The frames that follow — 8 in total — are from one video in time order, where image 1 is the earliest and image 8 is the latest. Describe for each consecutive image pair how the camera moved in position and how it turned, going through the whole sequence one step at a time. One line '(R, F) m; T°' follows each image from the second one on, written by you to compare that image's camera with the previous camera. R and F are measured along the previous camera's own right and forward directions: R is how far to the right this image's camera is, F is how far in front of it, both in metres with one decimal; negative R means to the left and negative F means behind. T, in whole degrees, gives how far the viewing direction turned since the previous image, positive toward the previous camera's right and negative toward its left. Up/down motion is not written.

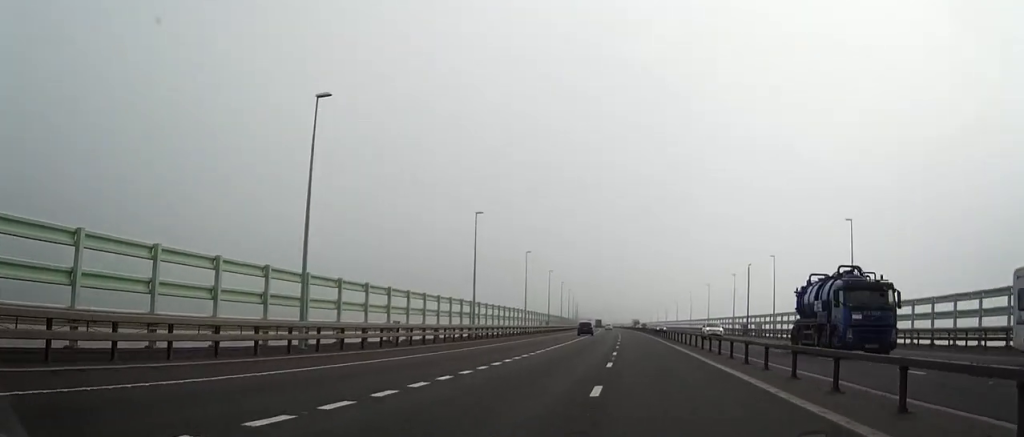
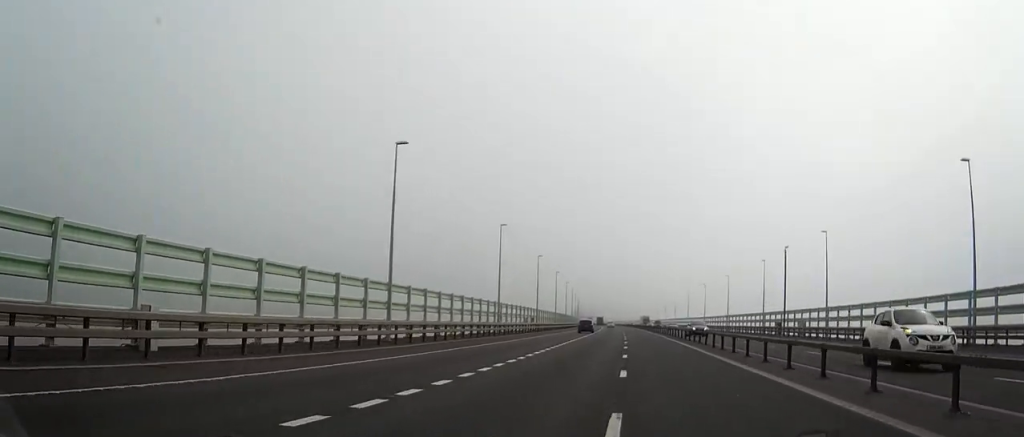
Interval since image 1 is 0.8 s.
(-0.1, +23.2) m; 0°
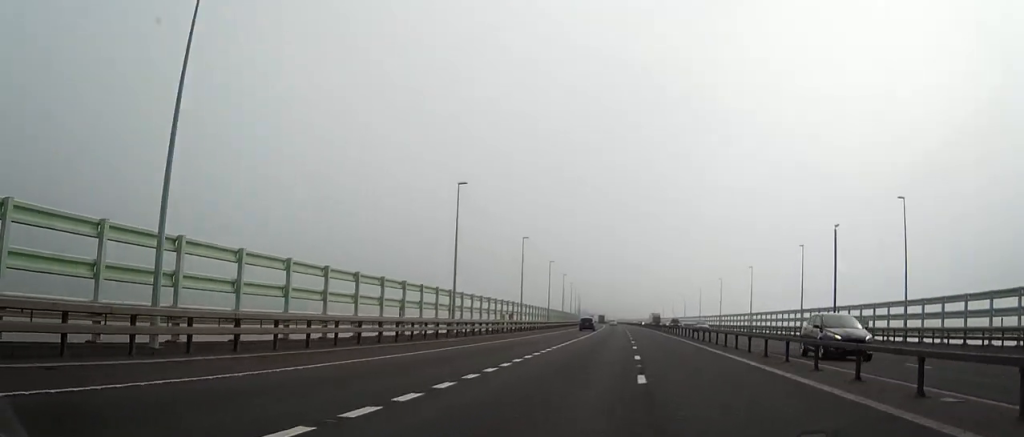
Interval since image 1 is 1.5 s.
(-0.1, +20.3) m; 0°
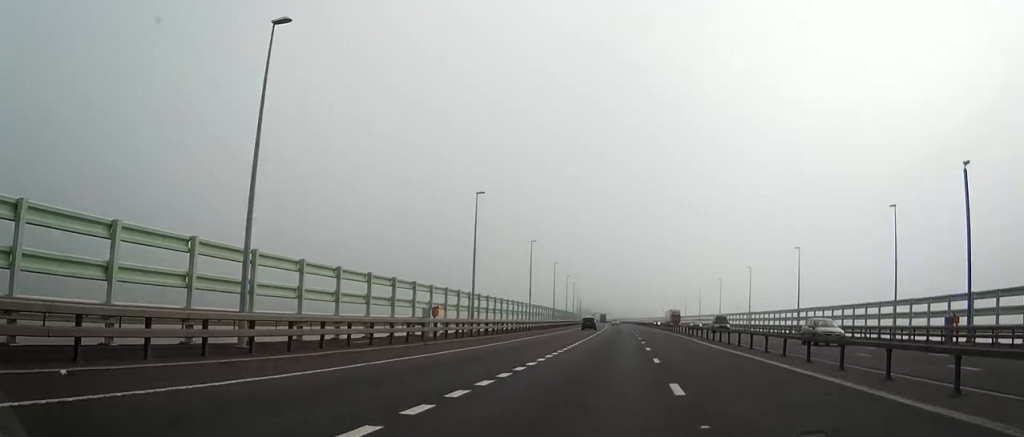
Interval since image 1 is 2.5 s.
(0.0, +28.9) m; 0°
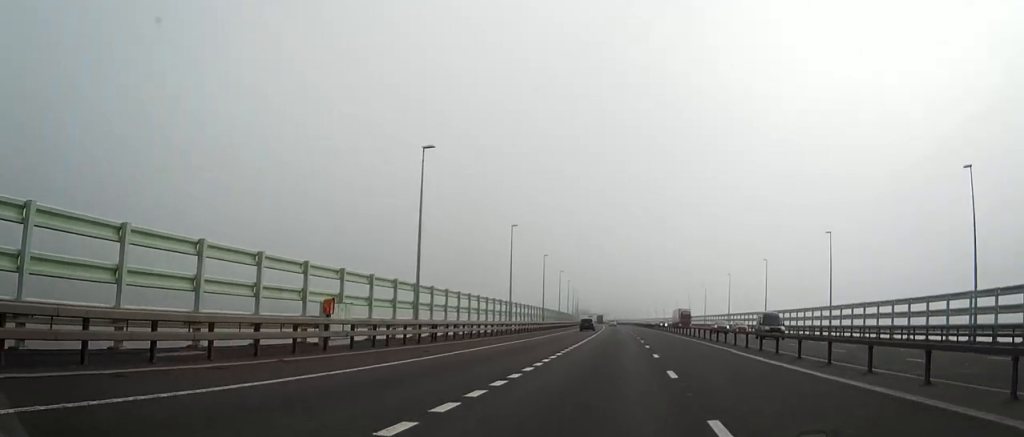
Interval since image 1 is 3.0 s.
(0.0, +14.3) m; 0°
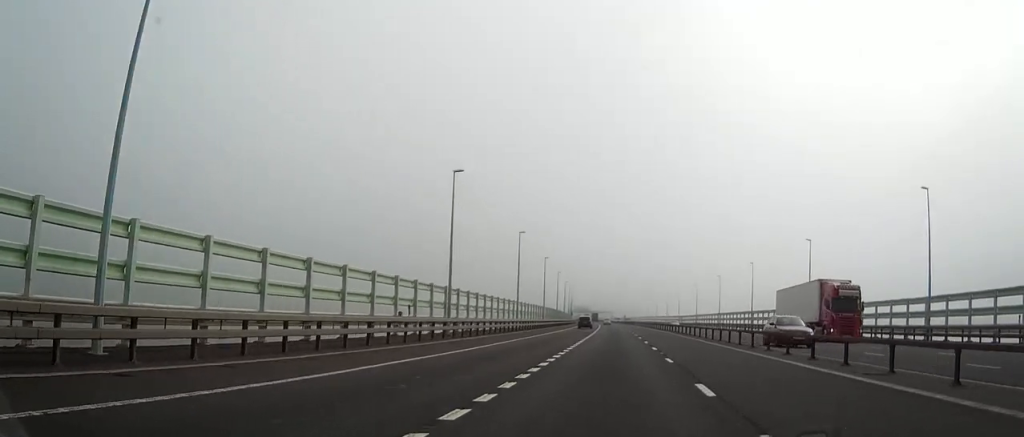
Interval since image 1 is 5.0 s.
(-0.1, +57.9) m; 0°
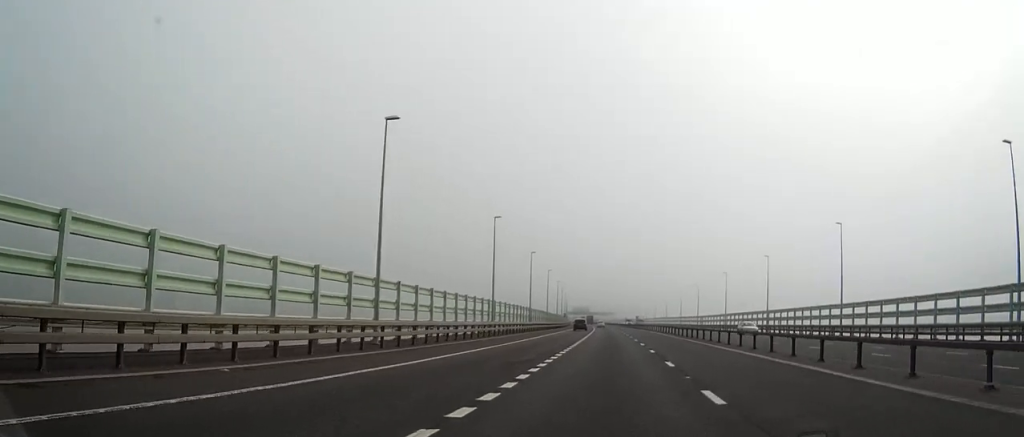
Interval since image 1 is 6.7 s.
(-0.1, +45.8) m; 0°
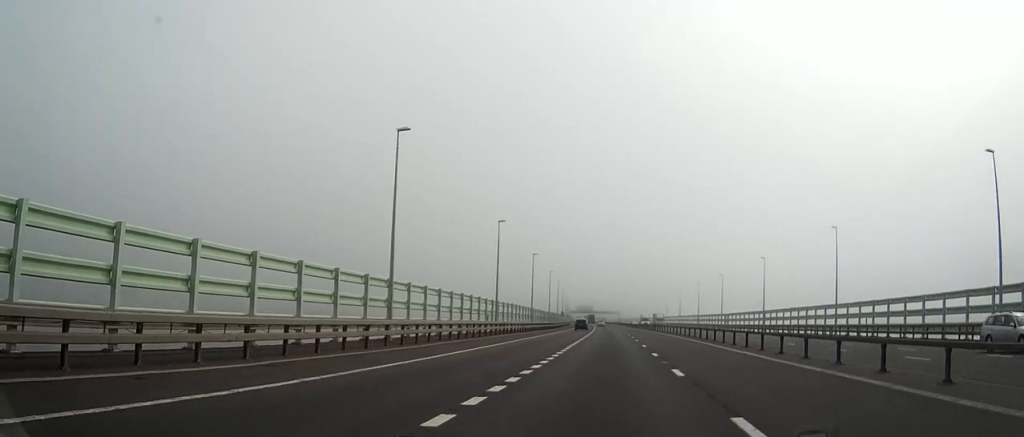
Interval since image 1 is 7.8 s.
(-0.1, +30.3) m; 0°
